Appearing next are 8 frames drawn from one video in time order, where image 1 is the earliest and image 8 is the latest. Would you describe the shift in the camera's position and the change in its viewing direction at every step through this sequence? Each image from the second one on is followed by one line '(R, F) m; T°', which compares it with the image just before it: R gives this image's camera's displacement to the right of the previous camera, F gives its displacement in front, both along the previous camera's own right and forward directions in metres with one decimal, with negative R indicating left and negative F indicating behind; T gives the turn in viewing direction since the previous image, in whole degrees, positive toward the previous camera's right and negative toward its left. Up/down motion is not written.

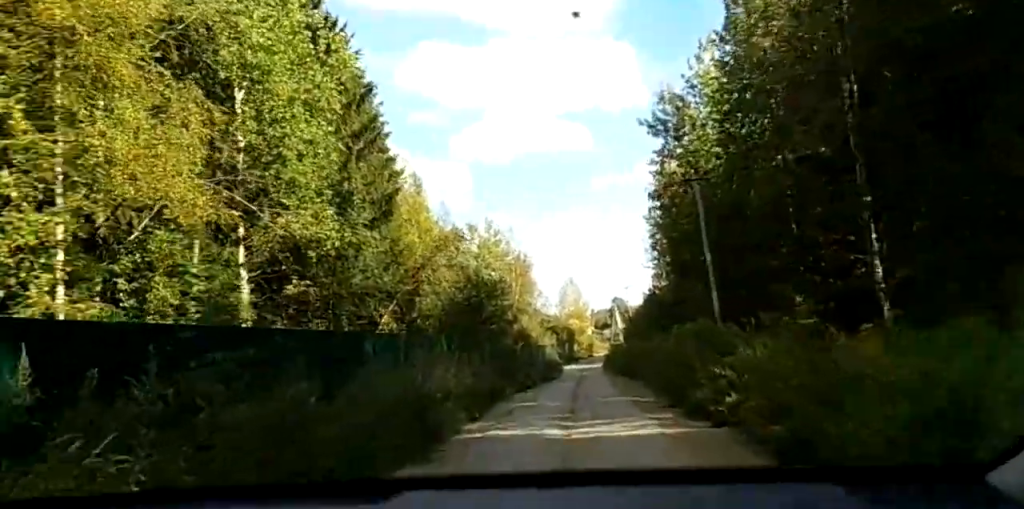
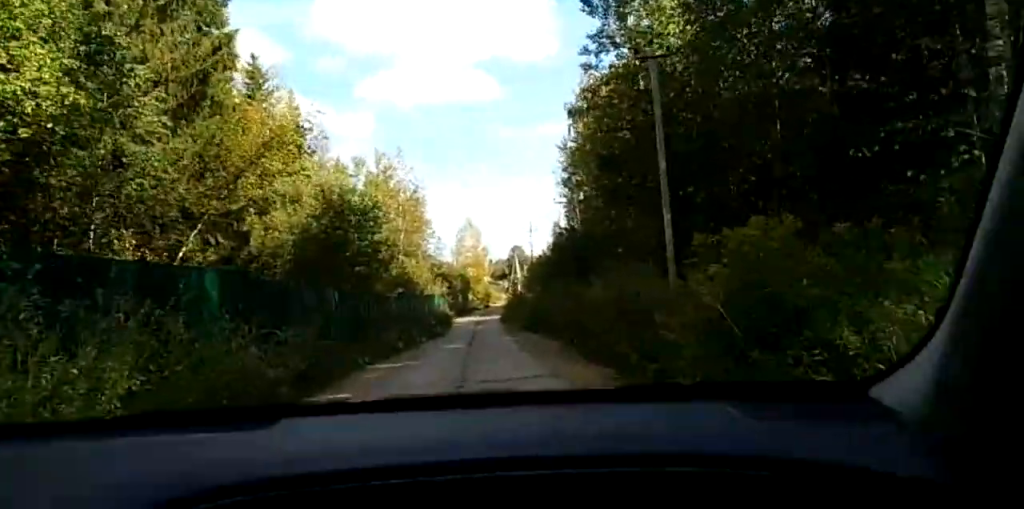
(0.0, +13.4) m; 0°
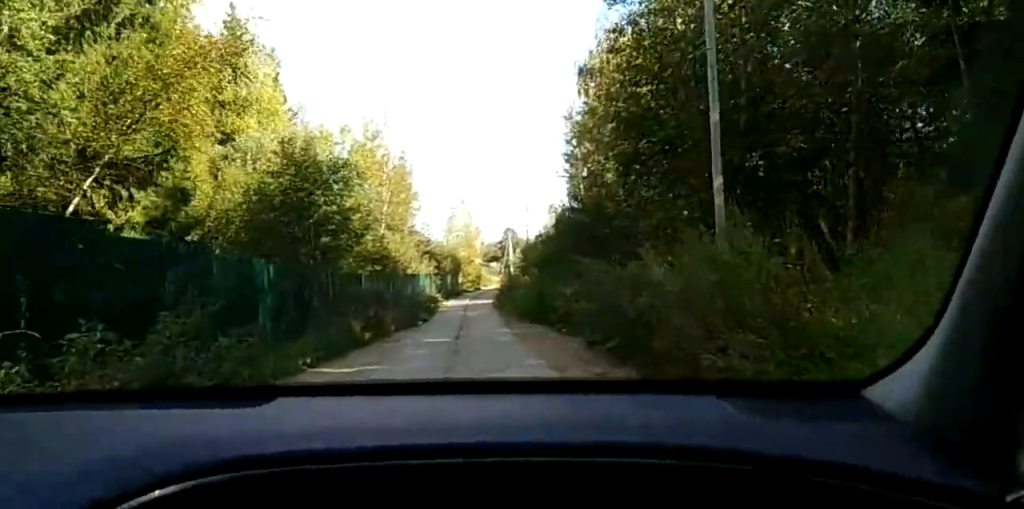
(0.0, +7.3) m; 0°
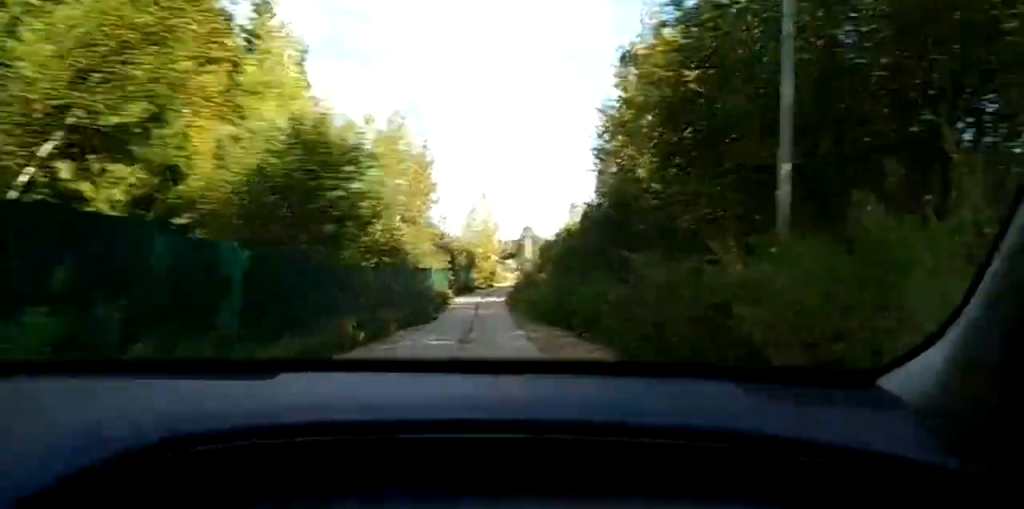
(0.0, +3.5) m; 0°
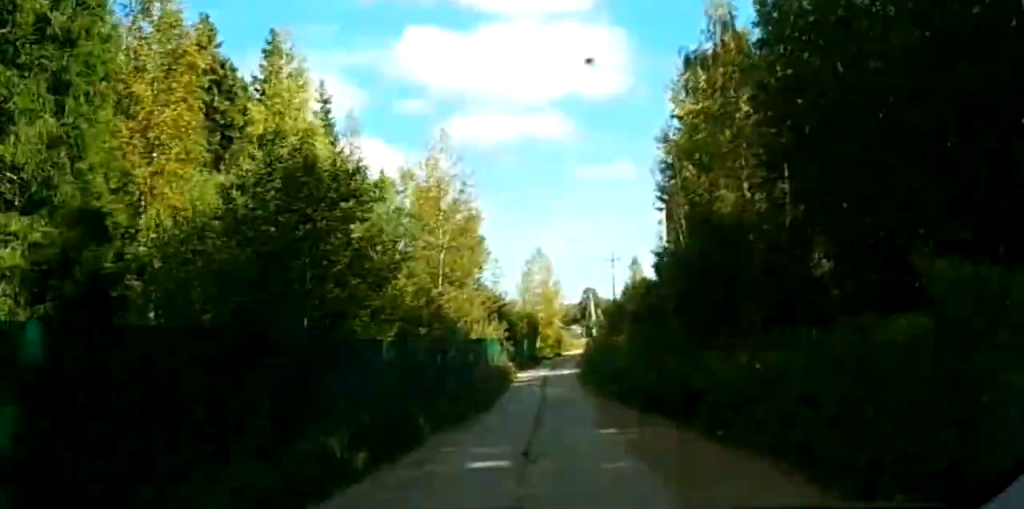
(0.0, +8.8) m; 0°
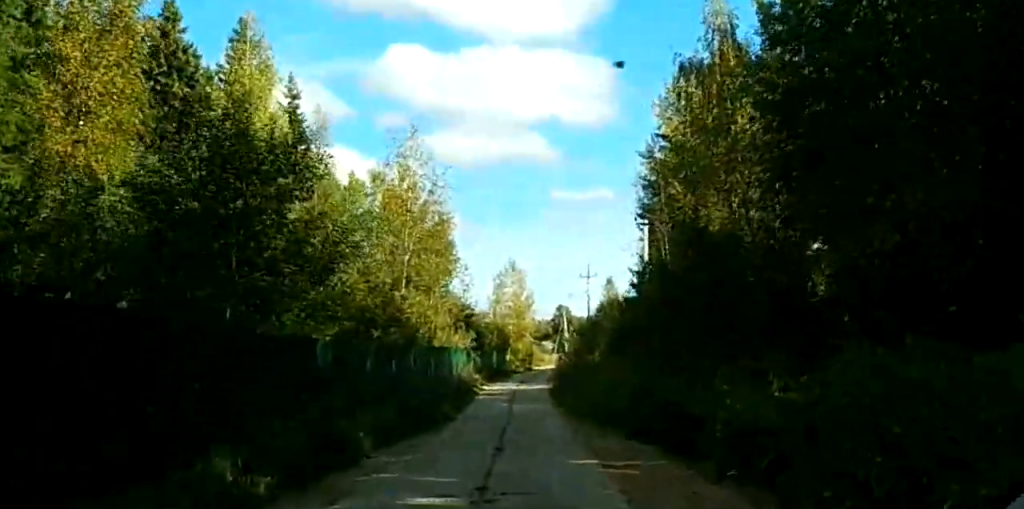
(0.0, +3.5) m; 0°
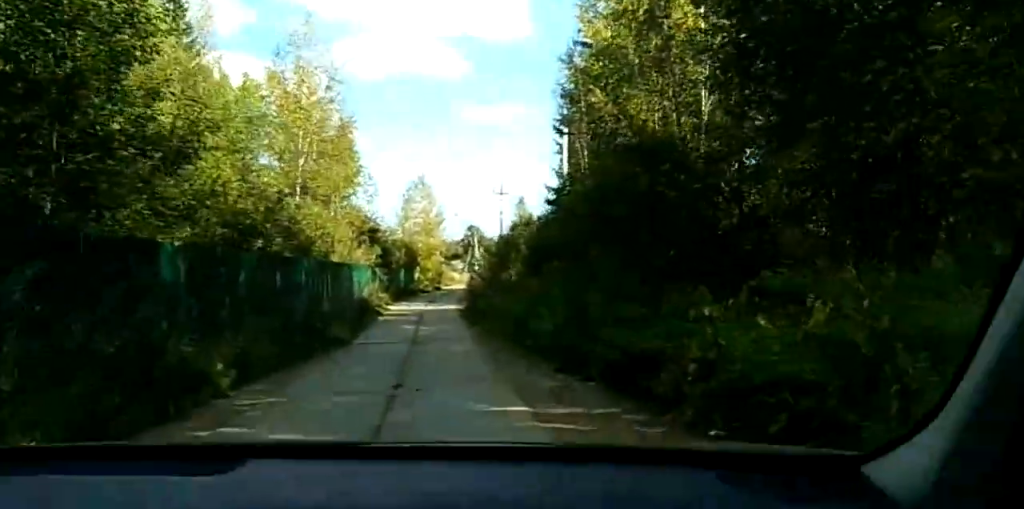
(0.0, +3.8) m; -1°
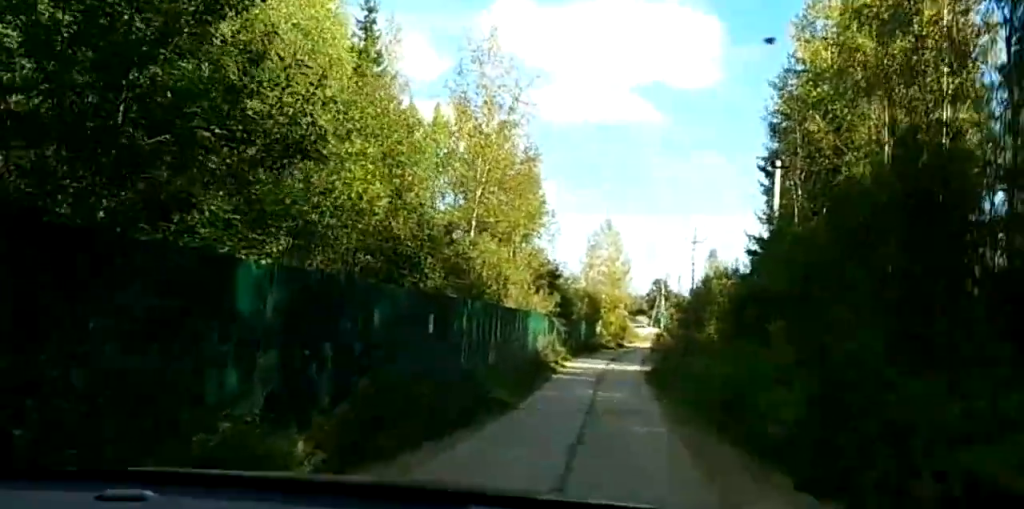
(0.0, +5.1) m; -1°
